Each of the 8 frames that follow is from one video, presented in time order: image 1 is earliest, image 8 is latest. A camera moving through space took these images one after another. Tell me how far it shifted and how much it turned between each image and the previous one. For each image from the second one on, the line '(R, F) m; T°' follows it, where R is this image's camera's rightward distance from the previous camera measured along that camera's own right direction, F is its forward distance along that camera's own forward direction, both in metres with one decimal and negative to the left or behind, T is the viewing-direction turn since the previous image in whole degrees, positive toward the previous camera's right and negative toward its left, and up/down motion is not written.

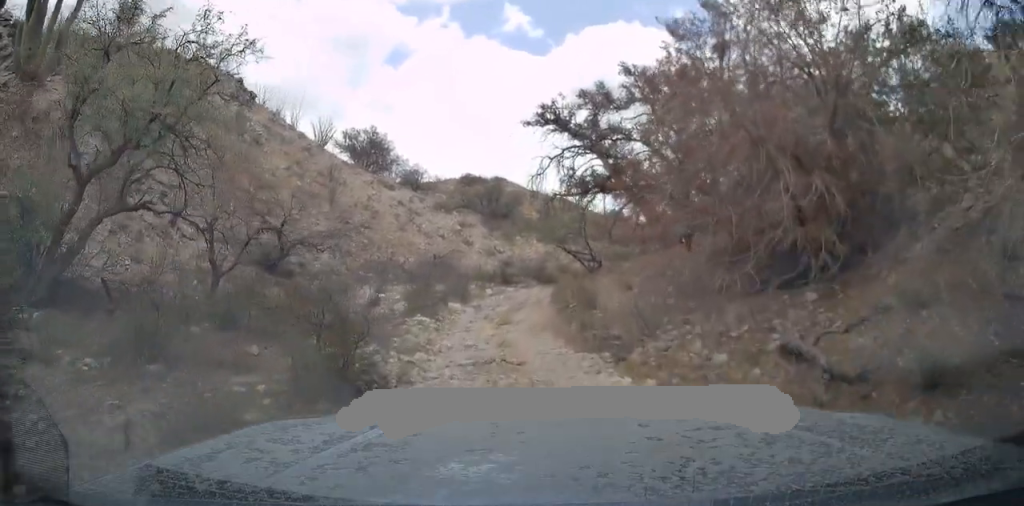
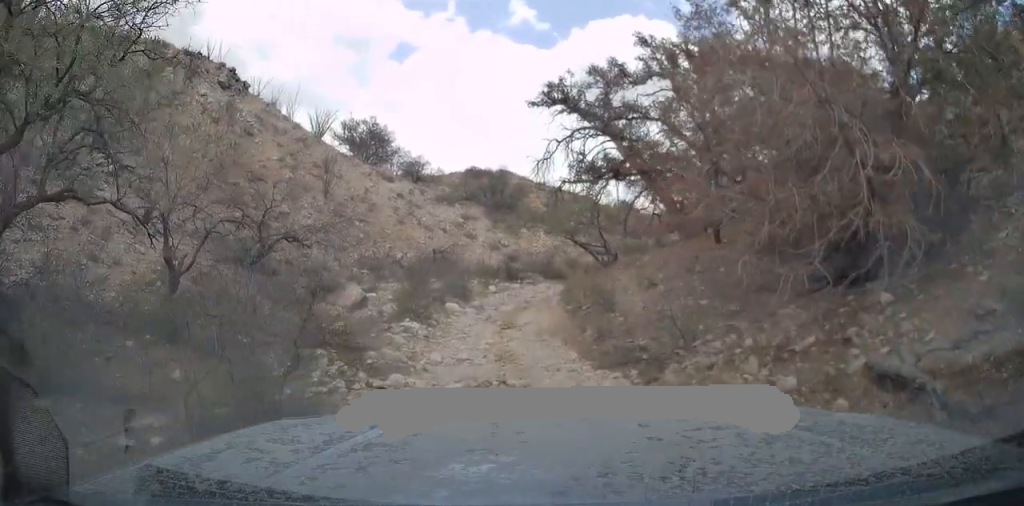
(+0.1, +2.1) m; -2°
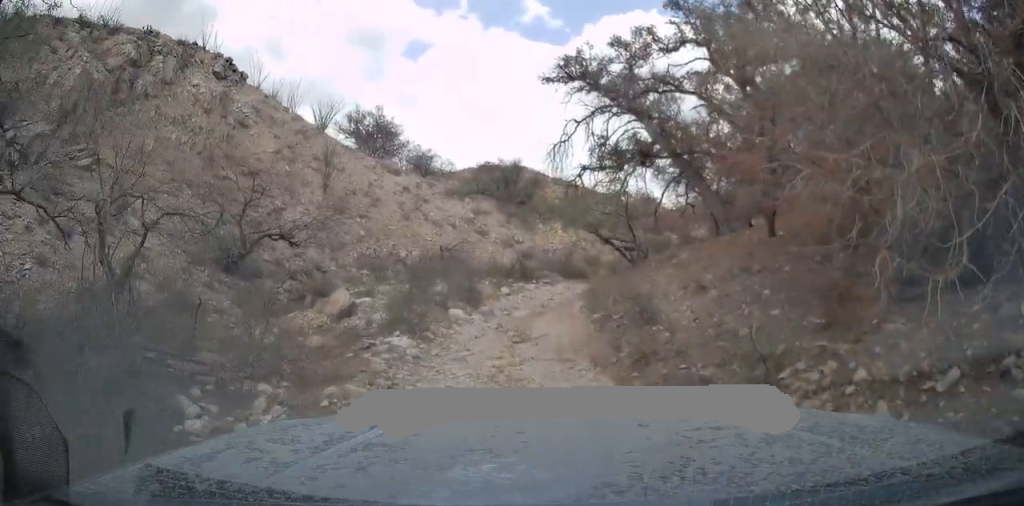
(-0.1, +2.3) m; -3°
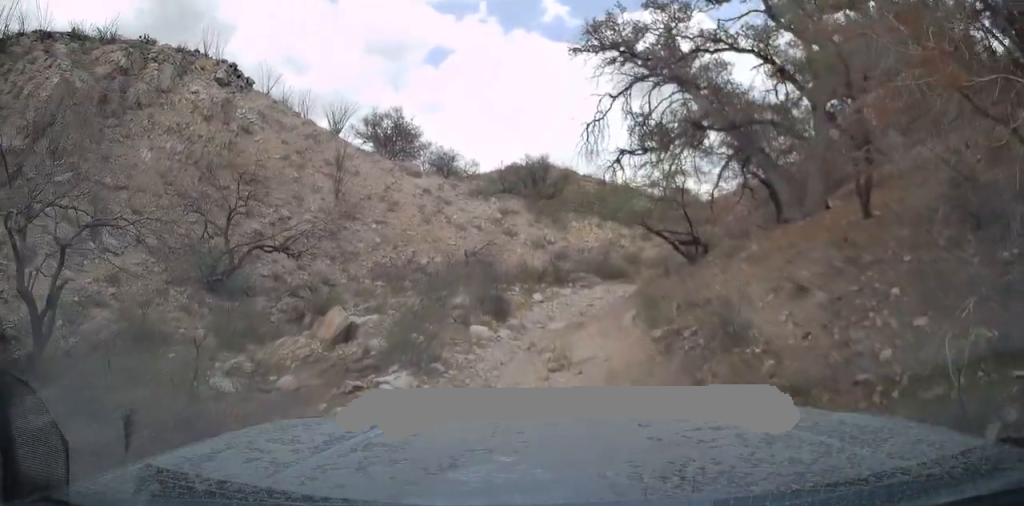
(0.0, +2.5) m; -2°
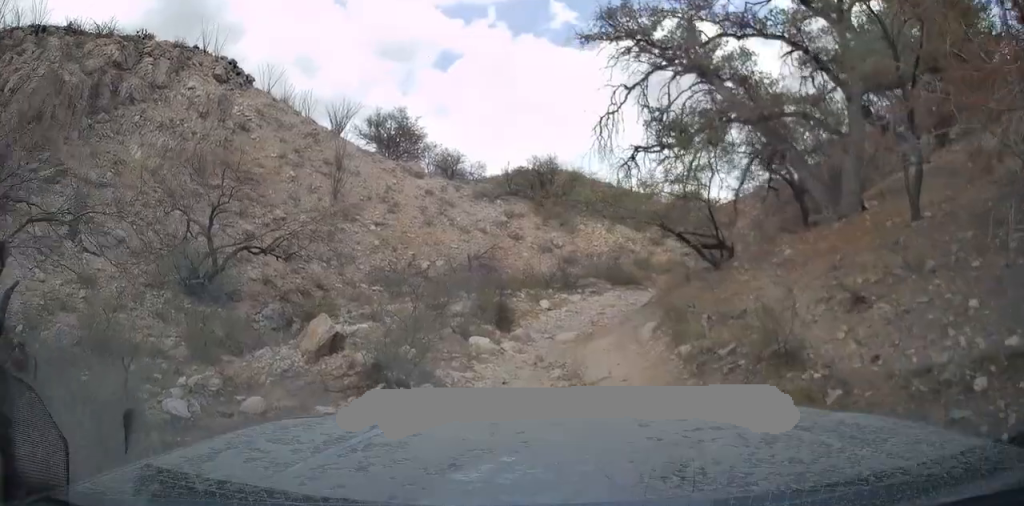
(+0.1, +1.2) m; 0°
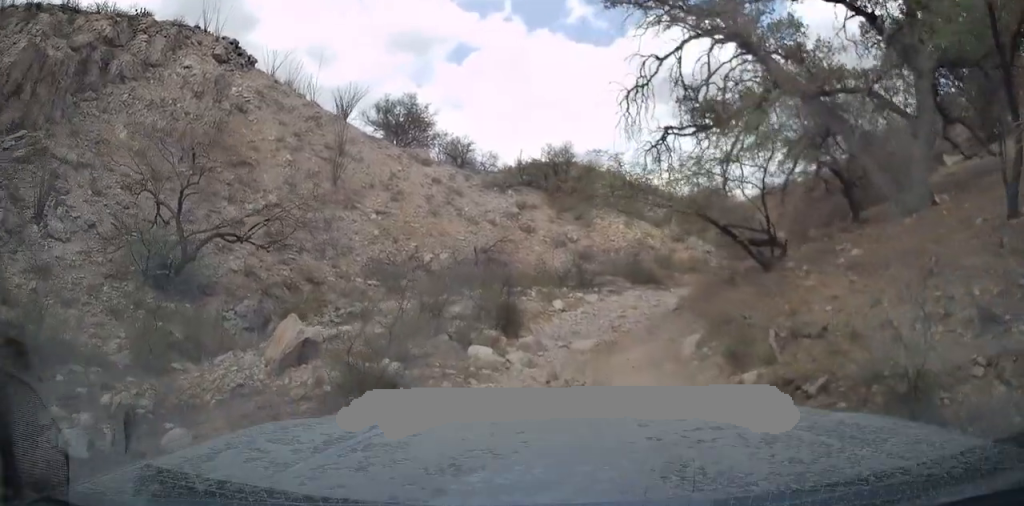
(-0.1, +1.8) m; 0°
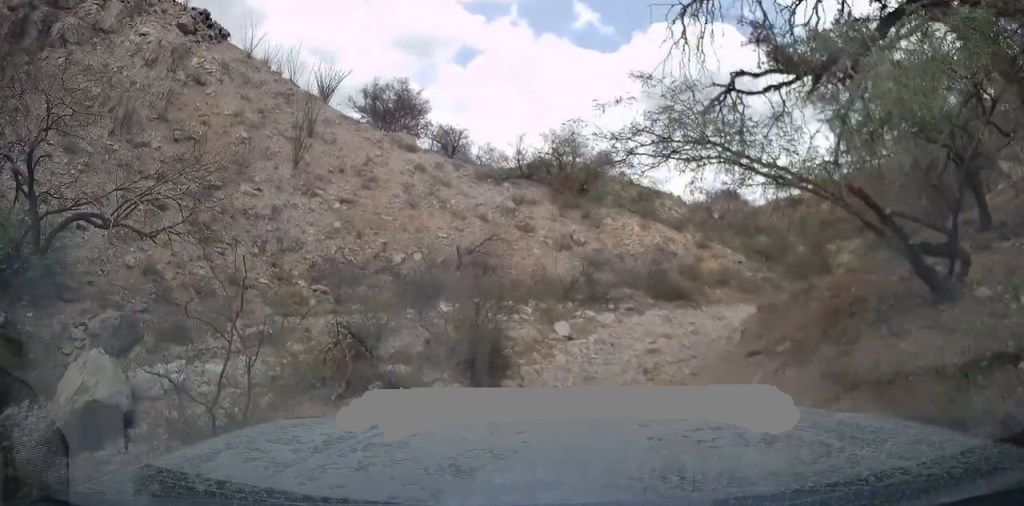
(+0.2, +4.3) m; +4°
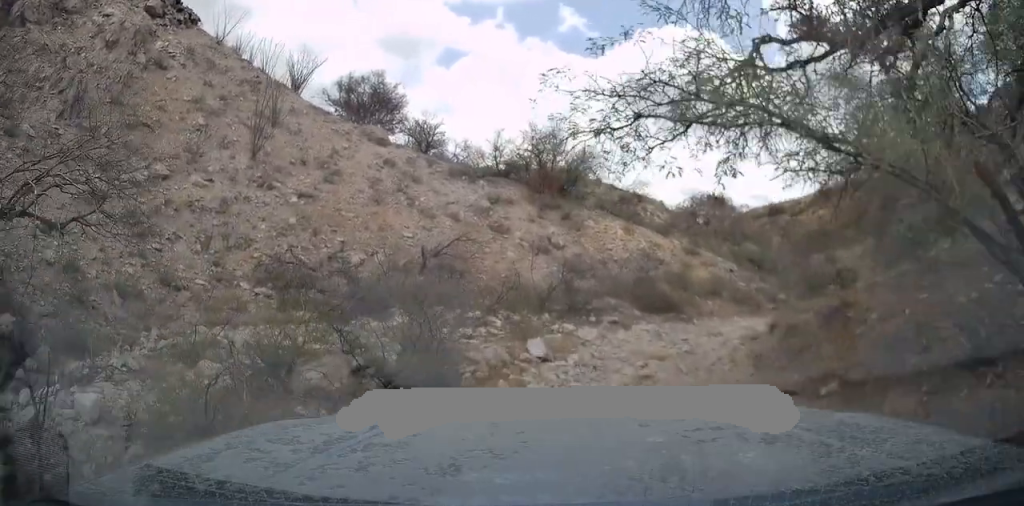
(0.0, +1.7) m; -1°
